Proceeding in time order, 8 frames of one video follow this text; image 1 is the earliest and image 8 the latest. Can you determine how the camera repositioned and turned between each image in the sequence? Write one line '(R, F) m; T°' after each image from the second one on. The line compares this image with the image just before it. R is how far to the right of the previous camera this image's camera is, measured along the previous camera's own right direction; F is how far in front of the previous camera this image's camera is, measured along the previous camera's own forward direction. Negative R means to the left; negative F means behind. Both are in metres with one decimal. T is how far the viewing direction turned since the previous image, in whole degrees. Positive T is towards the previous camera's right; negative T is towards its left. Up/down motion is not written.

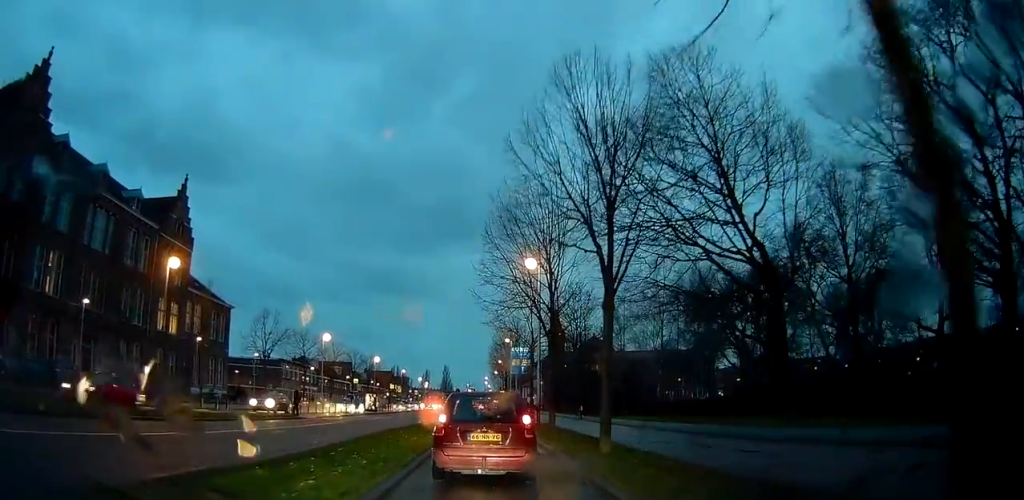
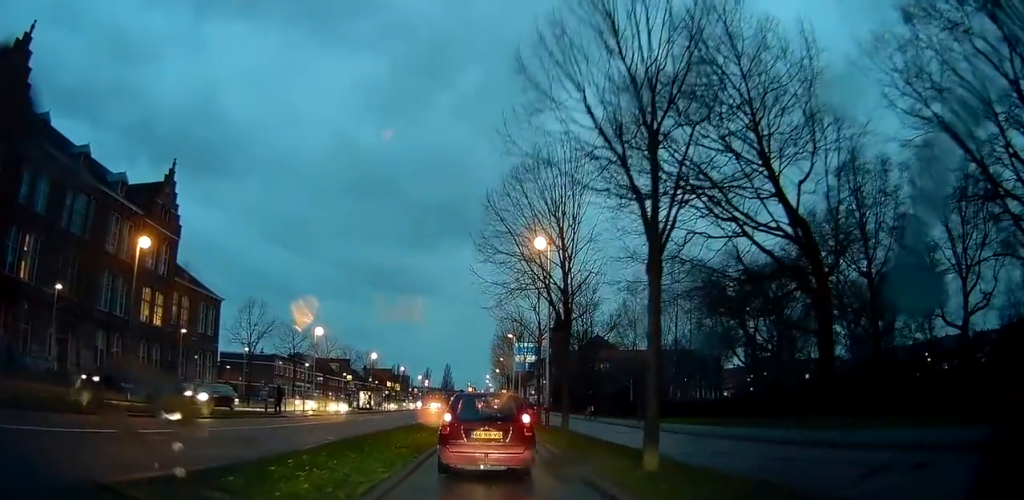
(-0.3, +3.7) m; -1°
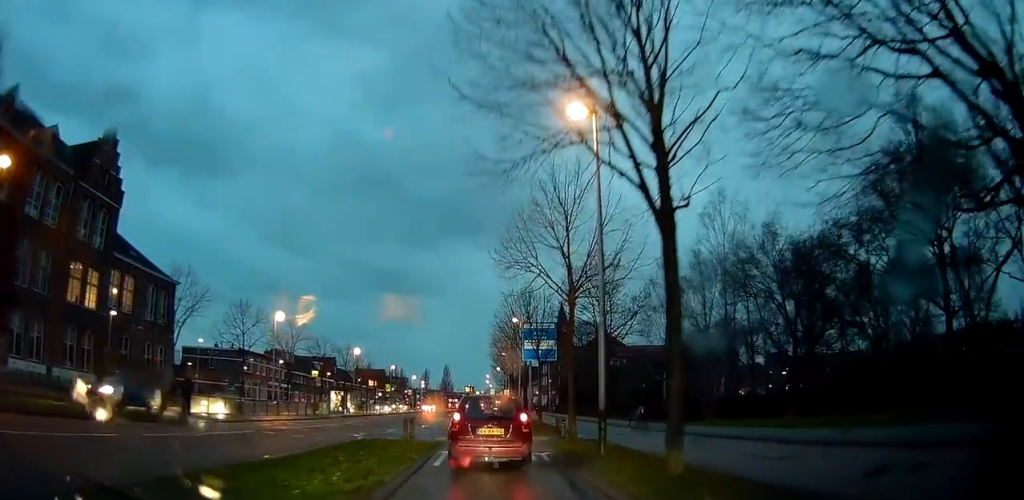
(-0.3, +12.2) m; -3°
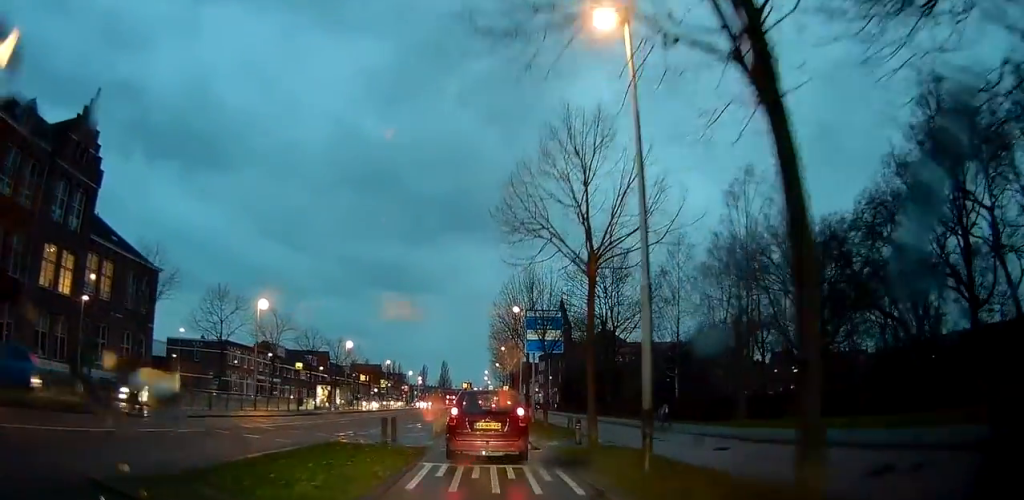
(+0.1, +3.8) m; +1°
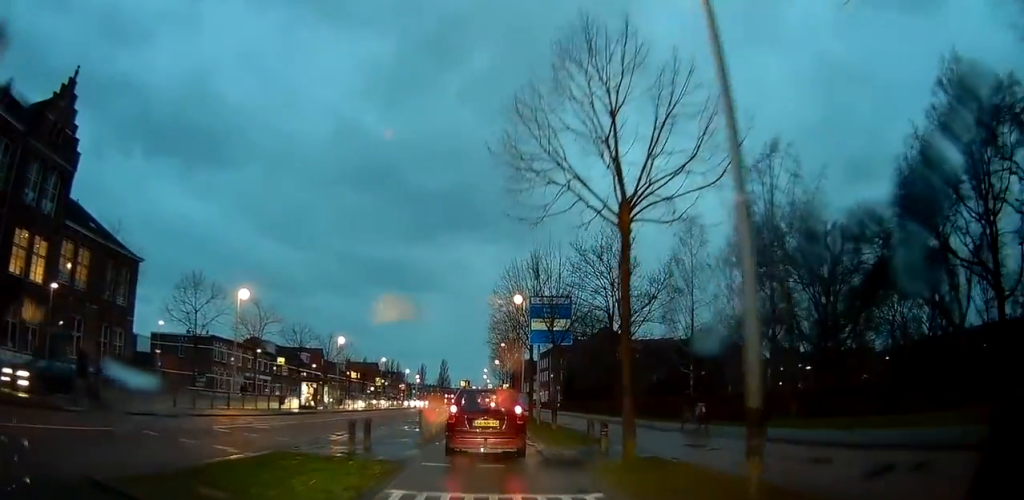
(+0.2, +3.8) m; +2°
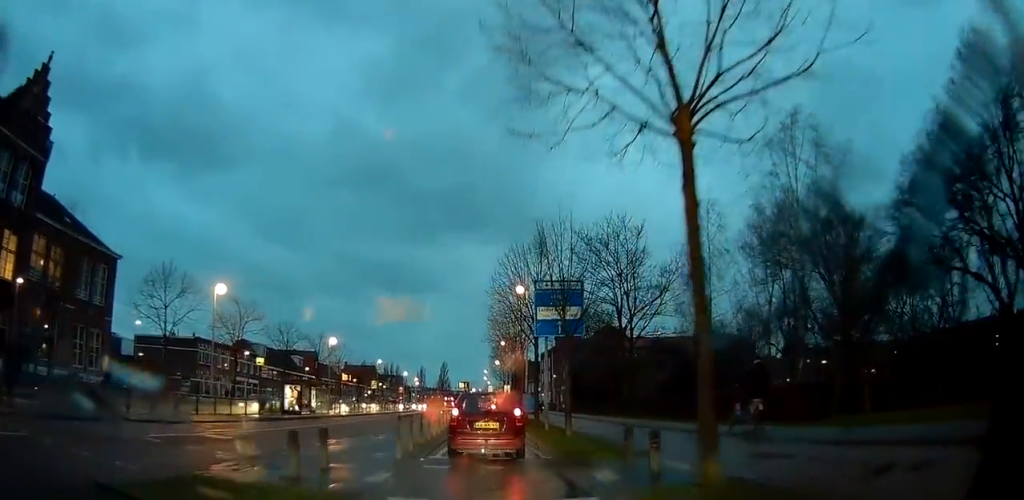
(0.0, +4.0) m; 0°
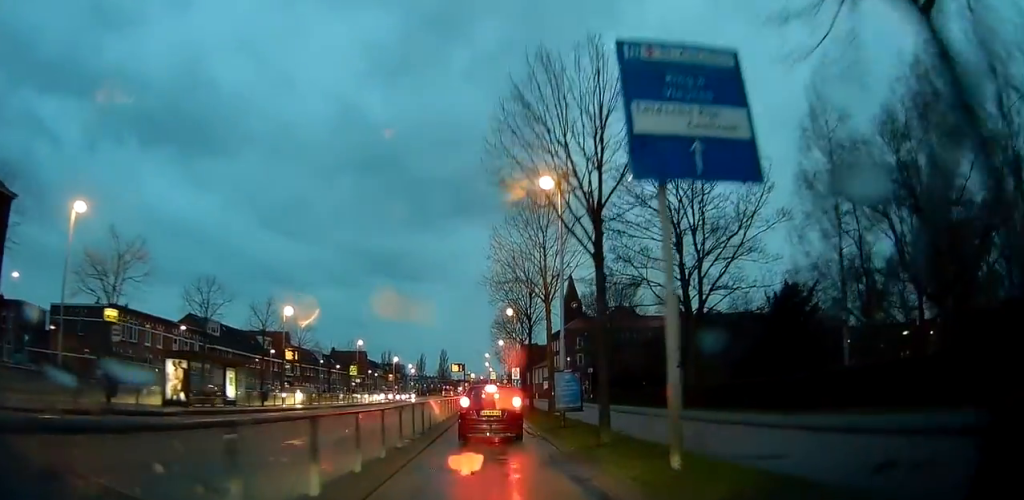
(-0.2, +16.6) m; -1°
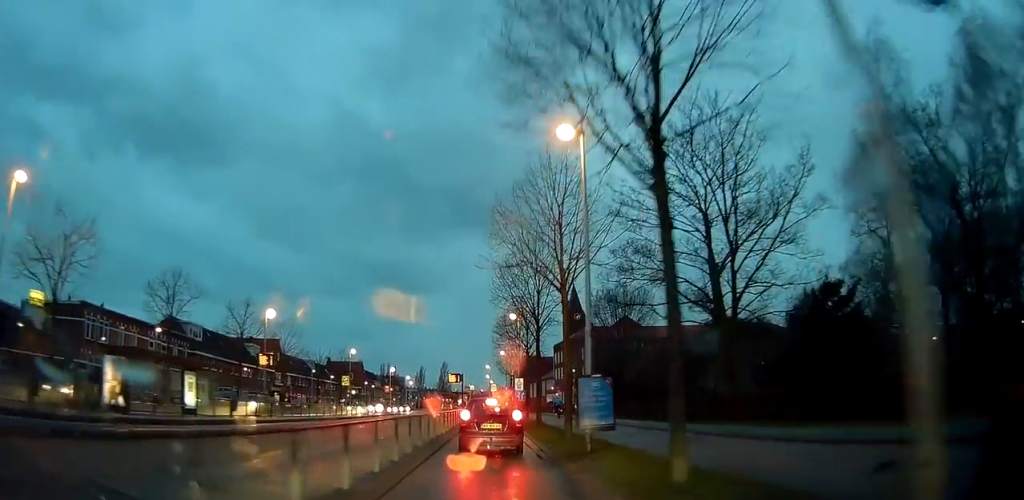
(0.0, +4.8) m; 0°
